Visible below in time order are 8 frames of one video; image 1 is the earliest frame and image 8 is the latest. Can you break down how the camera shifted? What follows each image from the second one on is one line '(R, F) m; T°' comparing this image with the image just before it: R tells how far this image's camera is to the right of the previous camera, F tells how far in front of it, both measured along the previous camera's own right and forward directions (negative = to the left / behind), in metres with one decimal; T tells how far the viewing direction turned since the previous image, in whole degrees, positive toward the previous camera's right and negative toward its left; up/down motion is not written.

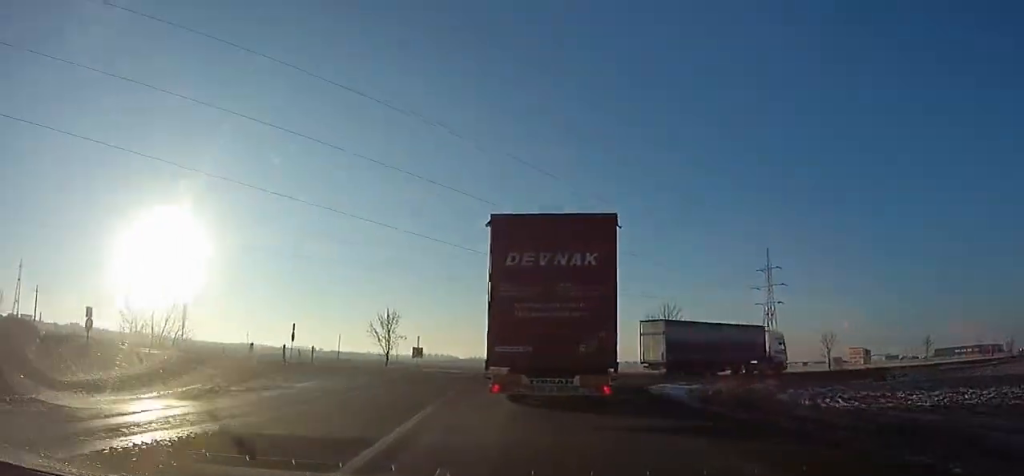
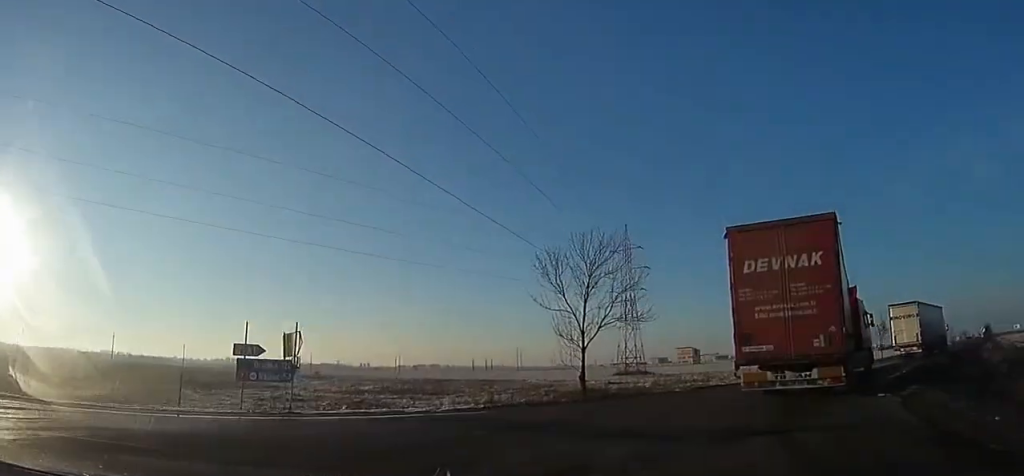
(+1.0, +30.1) m; +27°
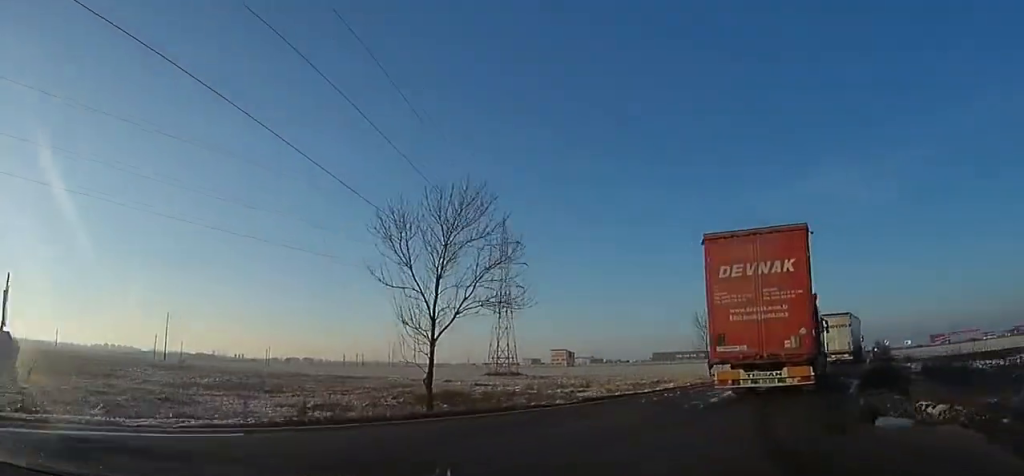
(+0.7, +5.2) m; +12°
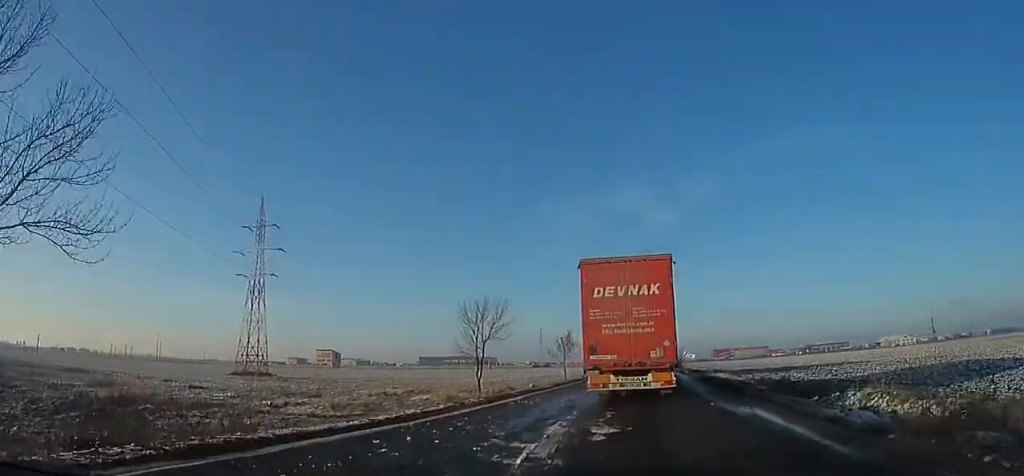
(+2.5, +9.3) m; +20°
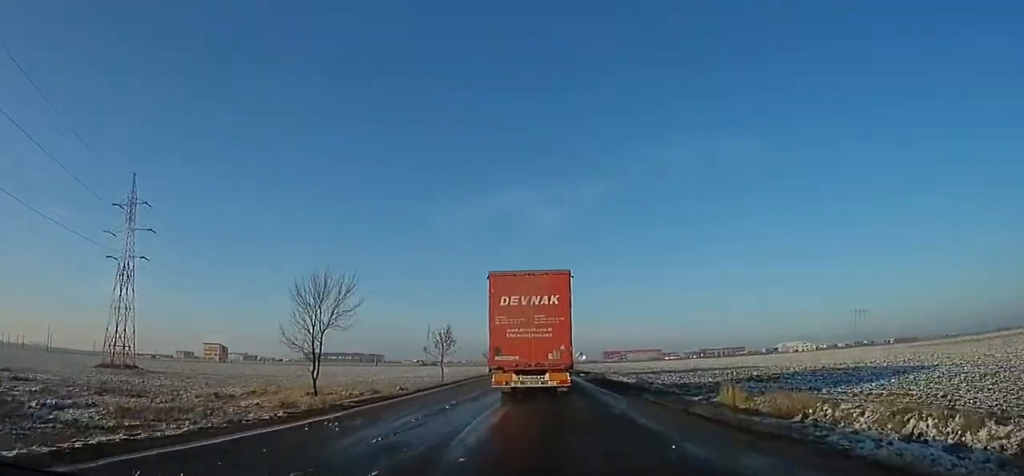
(+0.7, +7.3) m; +5°
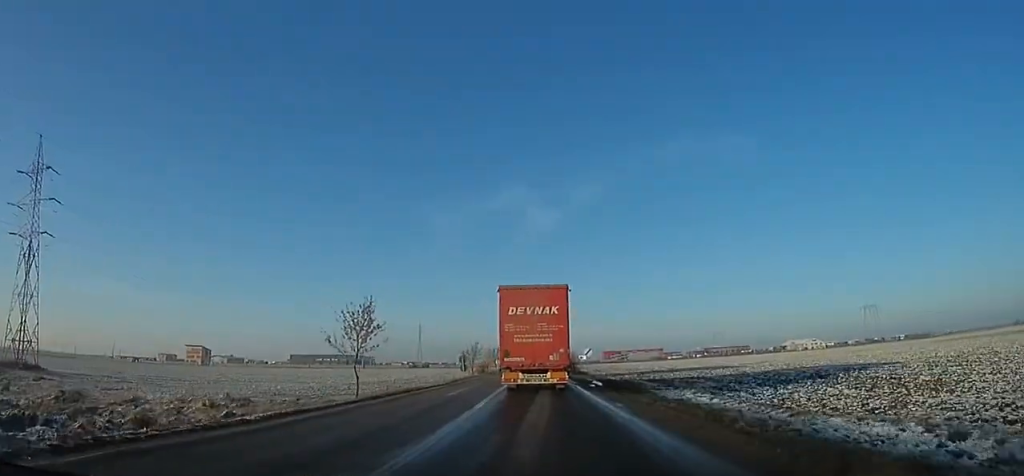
(+1.7, +19.4) m; +4°
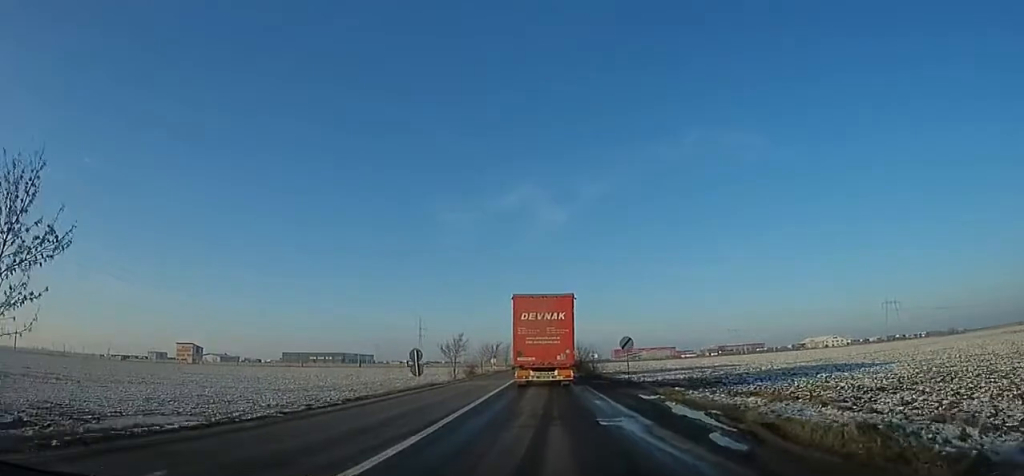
(-0.6, +19.7) m; -2°
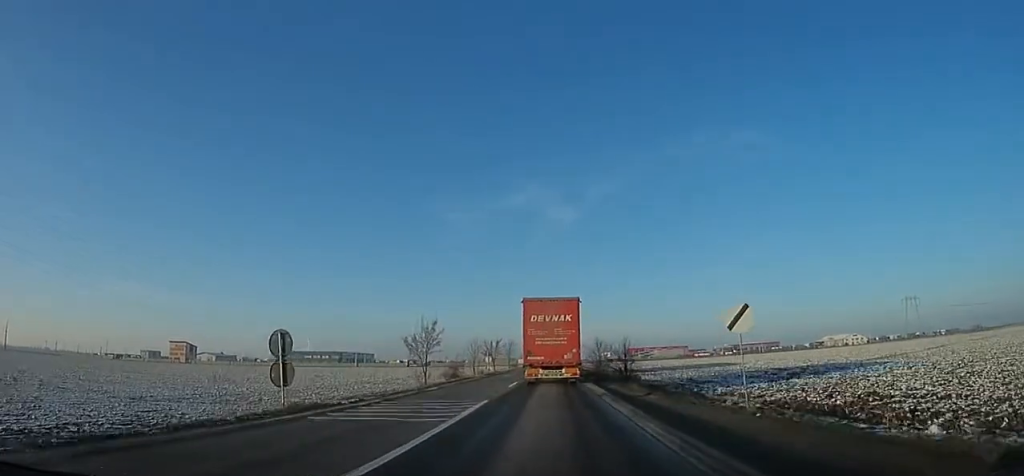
(-0.1, +16.8) m; 0°
